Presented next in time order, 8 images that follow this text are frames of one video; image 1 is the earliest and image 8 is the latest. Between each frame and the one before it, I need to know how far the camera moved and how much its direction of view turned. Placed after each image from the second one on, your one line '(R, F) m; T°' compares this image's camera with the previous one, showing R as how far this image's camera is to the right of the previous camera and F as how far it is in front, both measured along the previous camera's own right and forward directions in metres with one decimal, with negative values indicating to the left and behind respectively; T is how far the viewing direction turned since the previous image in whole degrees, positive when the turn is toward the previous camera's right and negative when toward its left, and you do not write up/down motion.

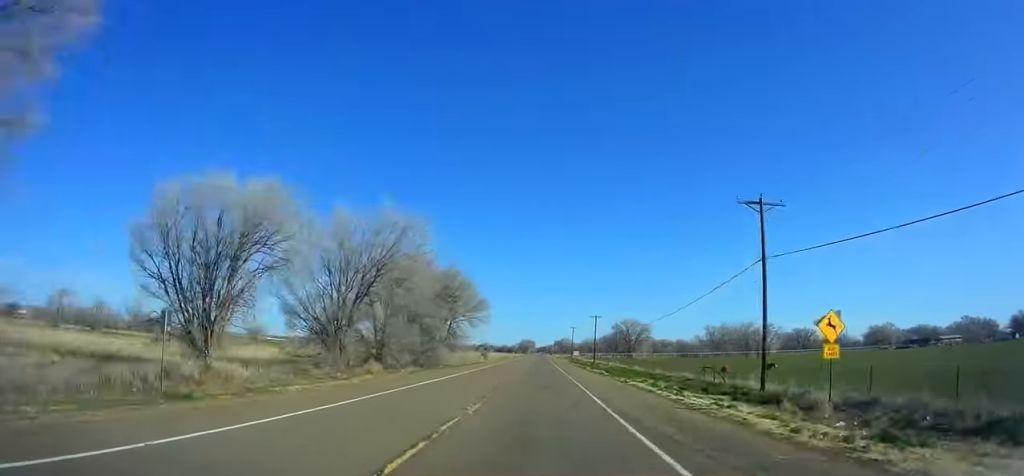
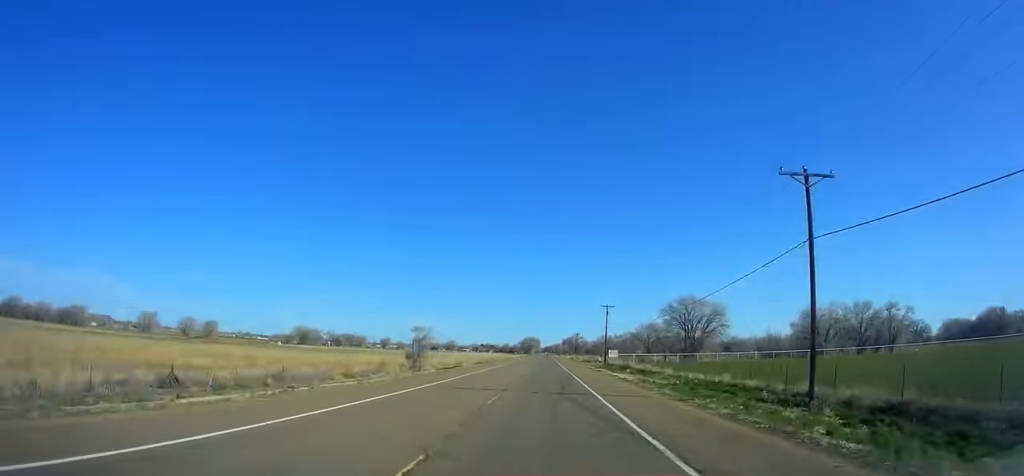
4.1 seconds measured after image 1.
(-0.8, +78.7) m; -1°
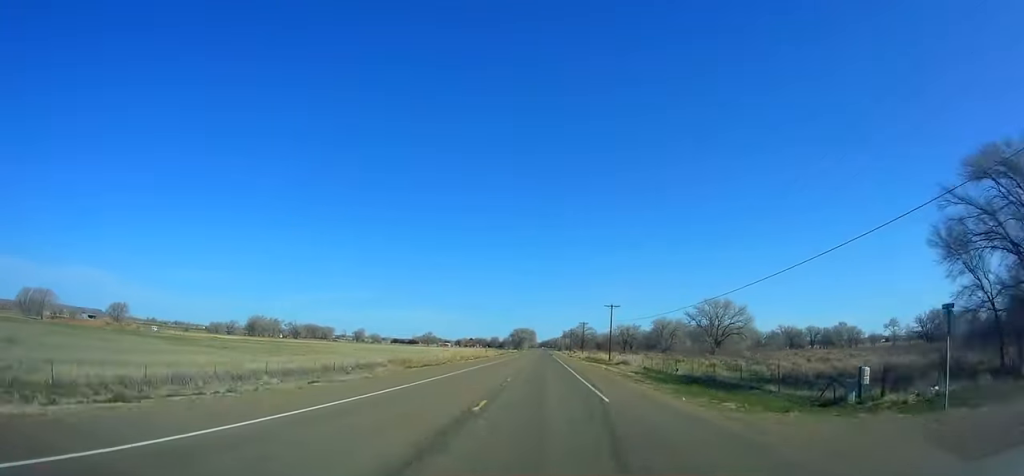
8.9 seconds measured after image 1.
(-0.6, +98.6) m; 0°
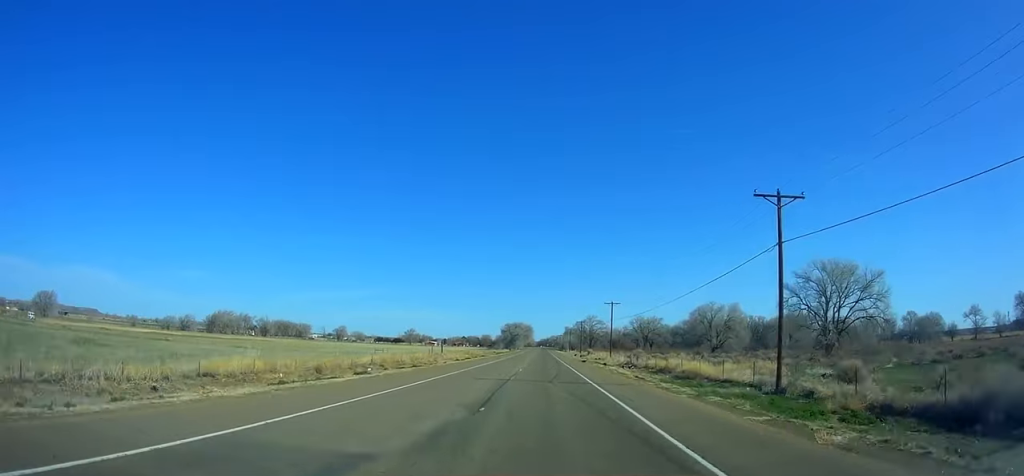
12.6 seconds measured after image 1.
(+0.3, +61.4) m; +1°
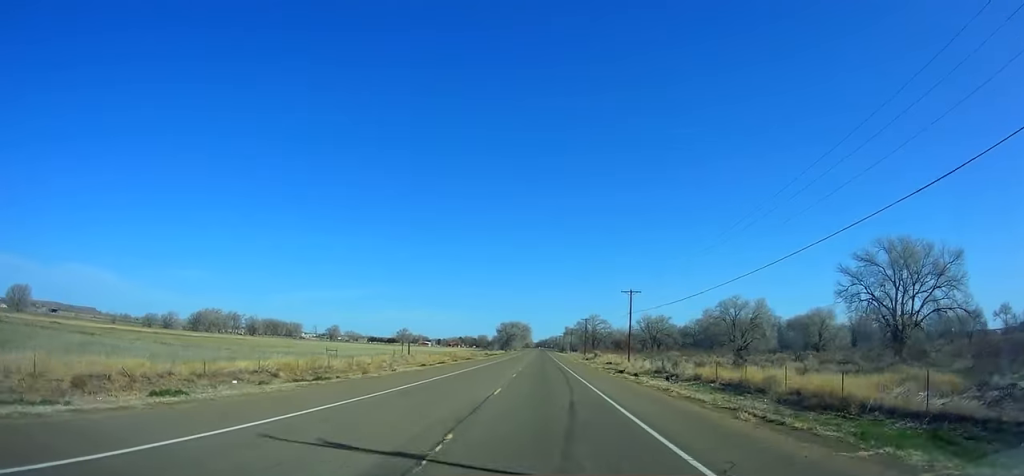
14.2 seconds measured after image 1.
(+0.3, +21.7) m; 0°
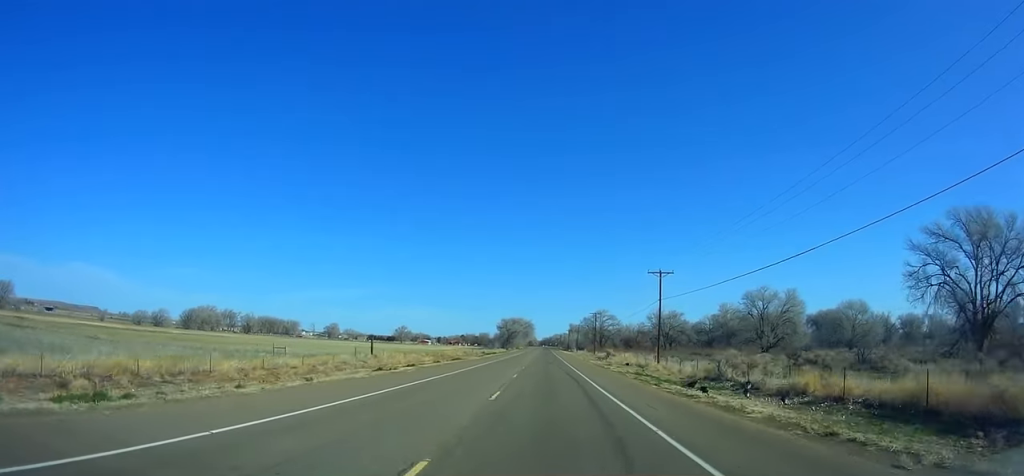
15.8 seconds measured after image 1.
(-0.1, +16.7) m; 0°
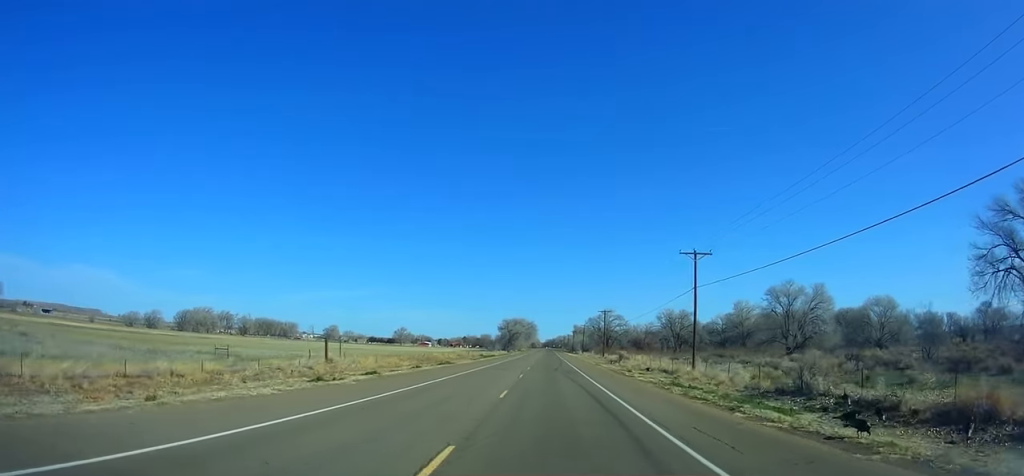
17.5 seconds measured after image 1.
(-0.1, +15.9) m; -1°
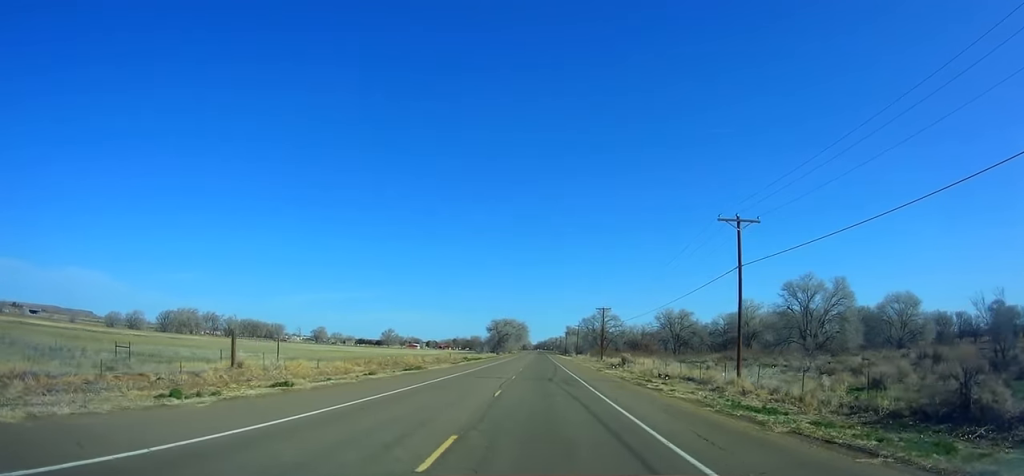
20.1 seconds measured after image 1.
(-0.1, +17.0) m; 0°
